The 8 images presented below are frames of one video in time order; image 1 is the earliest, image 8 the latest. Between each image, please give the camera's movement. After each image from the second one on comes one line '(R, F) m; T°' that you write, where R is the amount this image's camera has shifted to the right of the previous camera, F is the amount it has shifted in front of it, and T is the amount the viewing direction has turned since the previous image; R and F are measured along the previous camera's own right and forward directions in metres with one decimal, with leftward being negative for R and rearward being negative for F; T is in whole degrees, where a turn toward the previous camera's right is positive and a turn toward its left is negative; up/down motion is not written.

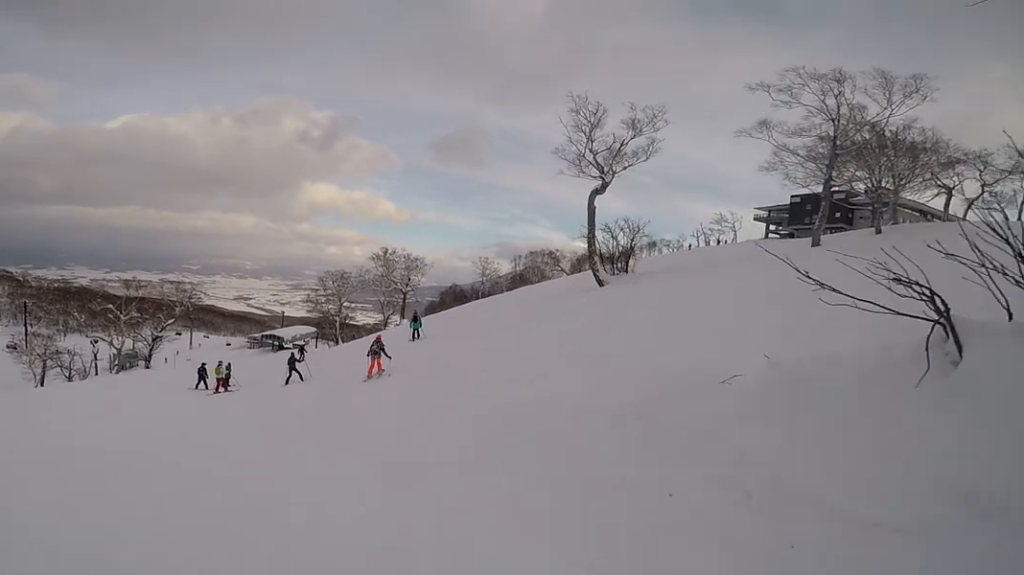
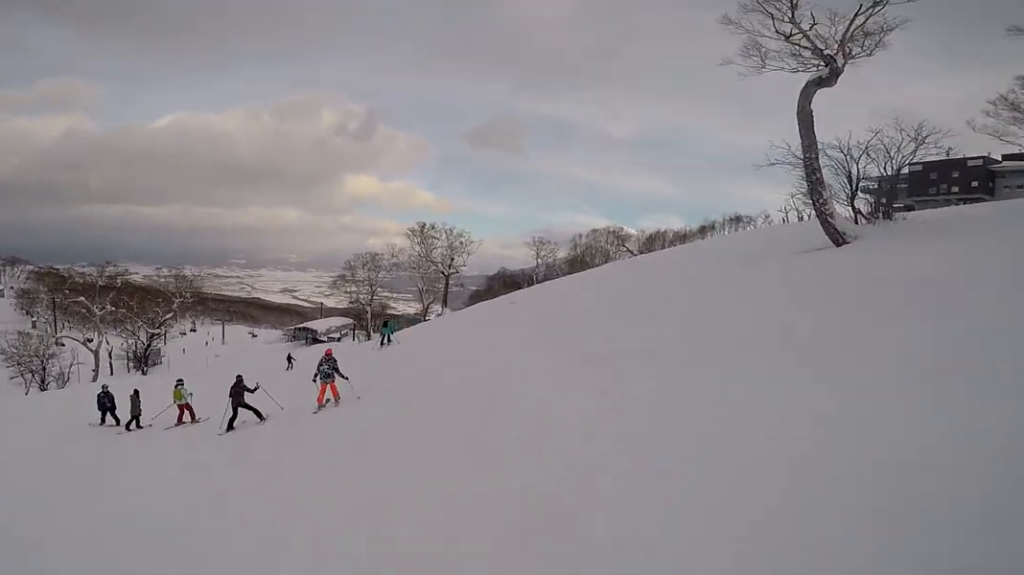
(+2.7, +12.1) m; -4°
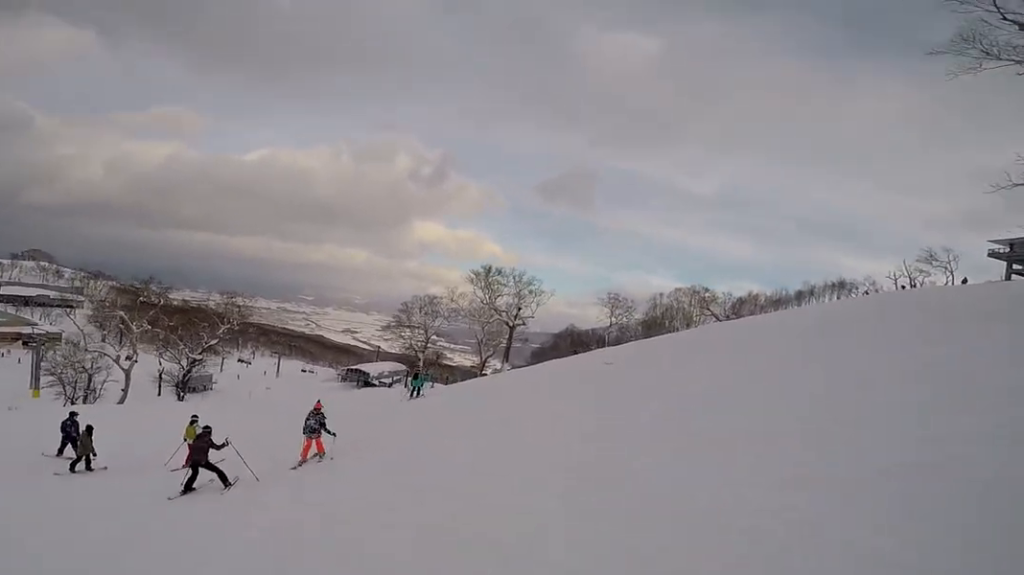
(-0.9, +5.3) m; -15°
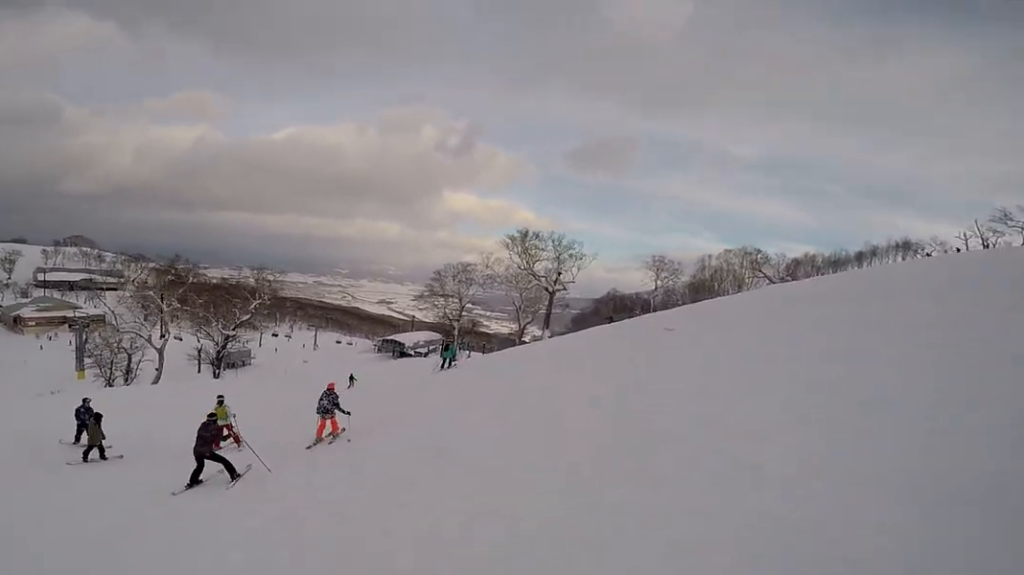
(-0.5, +1.9) m; -1°
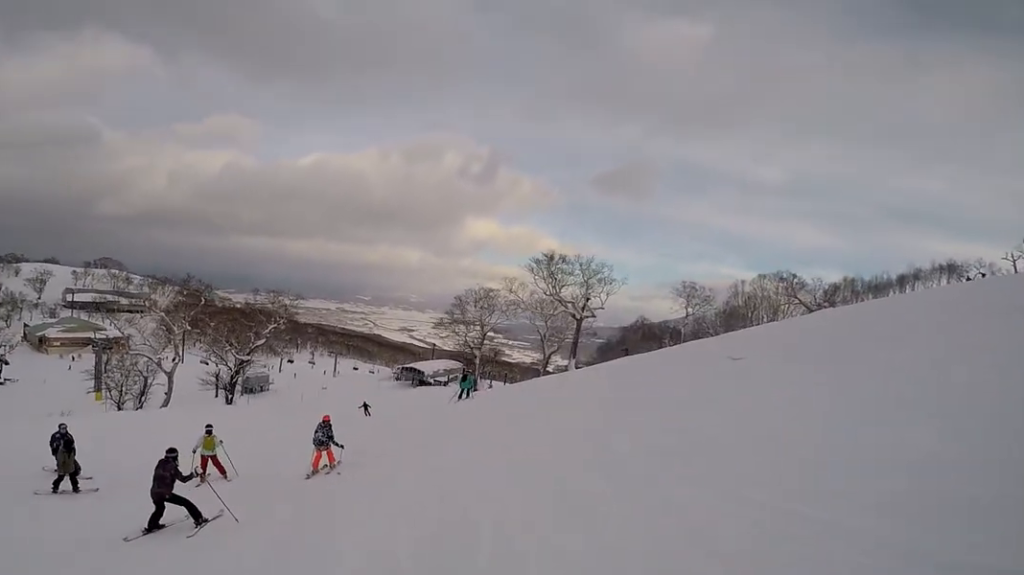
(+0.1, +2.2) m; +5°
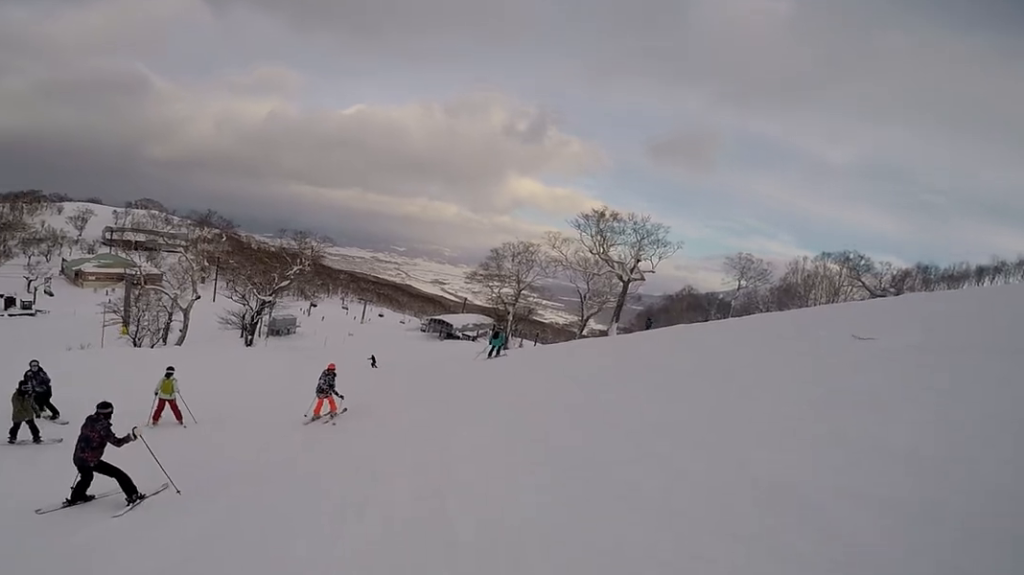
(+0.5, +2.6) m; +11°
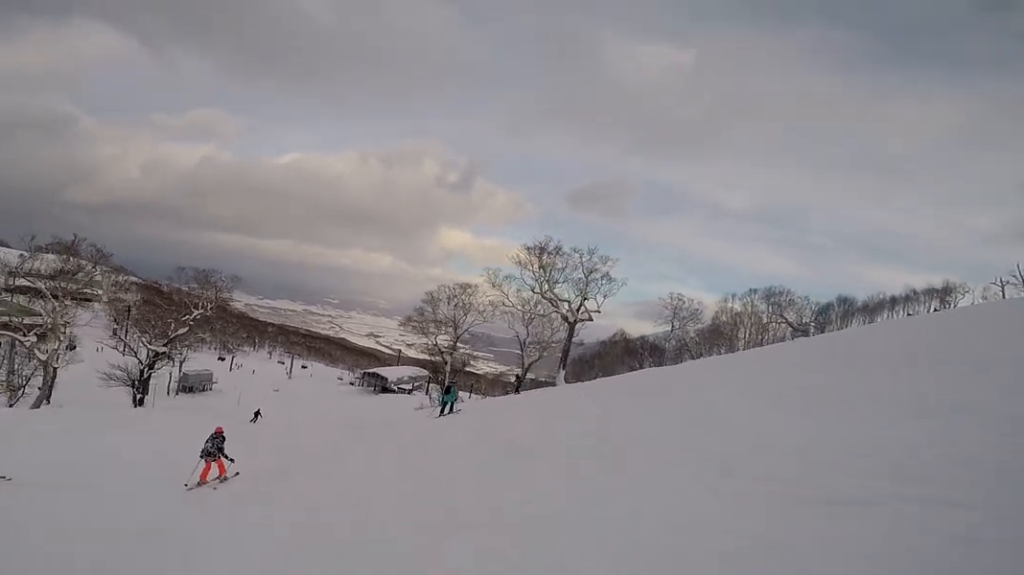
(+0.2, +5.4) m; -3°
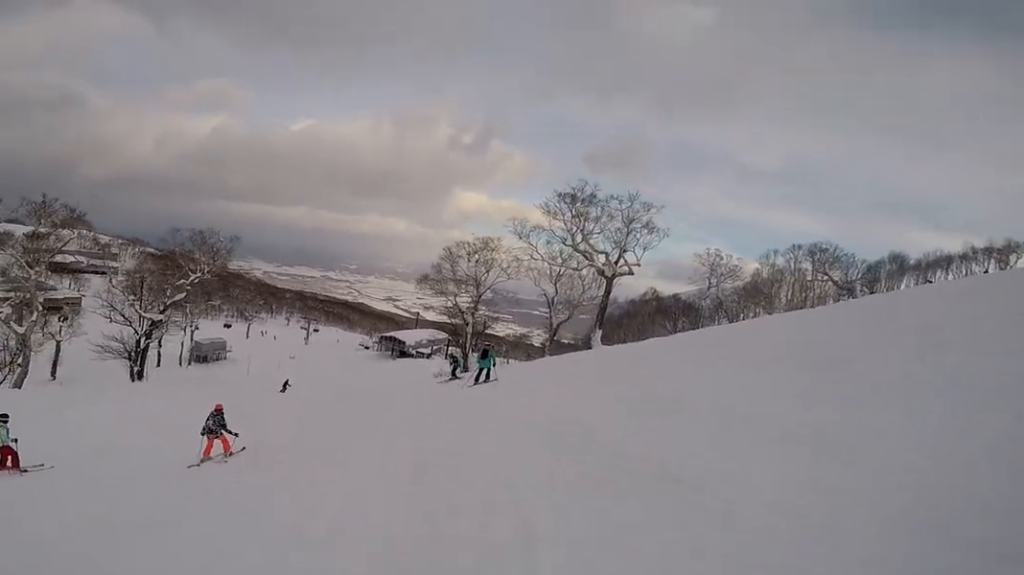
(0.0, +2.9) m; -14°
